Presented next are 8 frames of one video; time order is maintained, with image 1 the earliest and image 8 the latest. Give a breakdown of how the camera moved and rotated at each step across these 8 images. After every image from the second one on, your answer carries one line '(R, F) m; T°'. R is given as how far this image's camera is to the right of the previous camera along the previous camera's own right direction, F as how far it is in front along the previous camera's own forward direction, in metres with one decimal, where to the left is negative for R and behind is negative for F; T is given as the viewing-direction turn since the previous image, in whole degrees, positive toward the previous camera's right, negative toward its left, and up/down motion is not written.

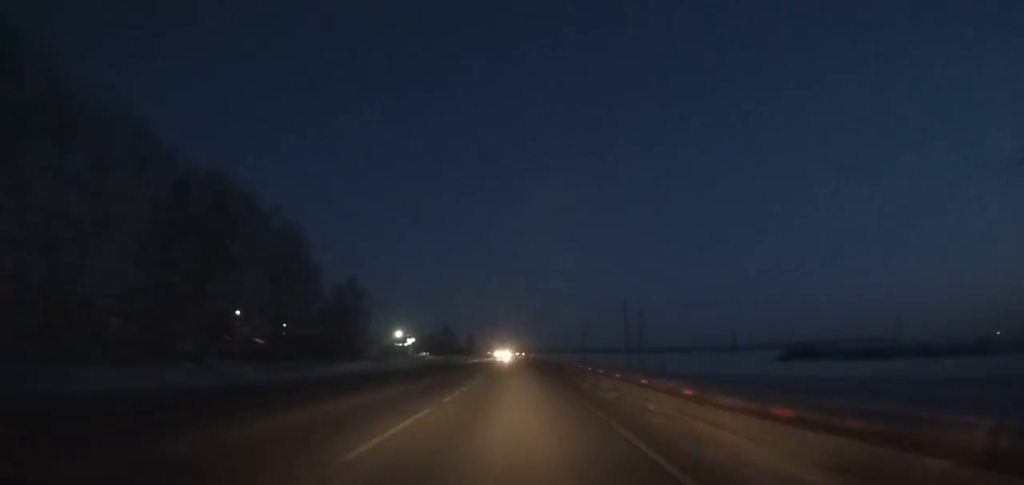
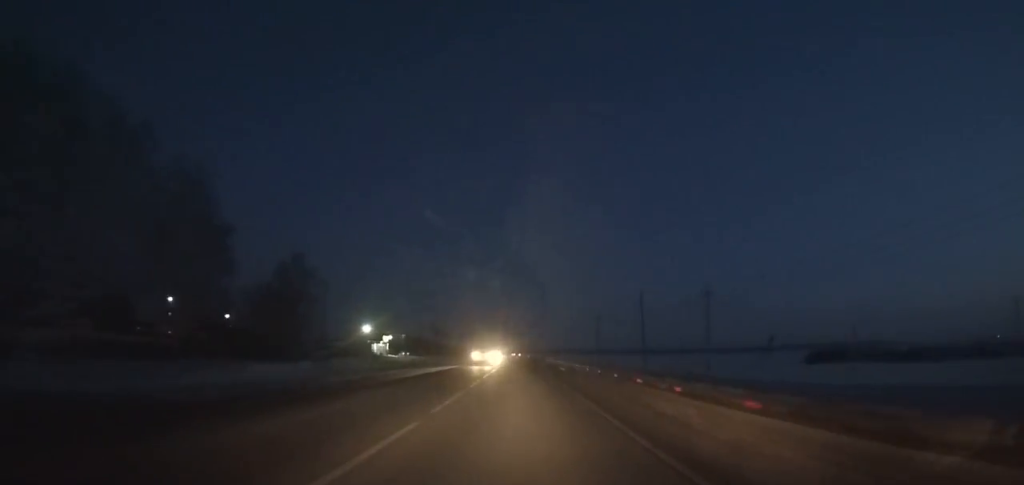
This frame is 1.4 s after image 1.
(+0.1, +26.1) m; 0°
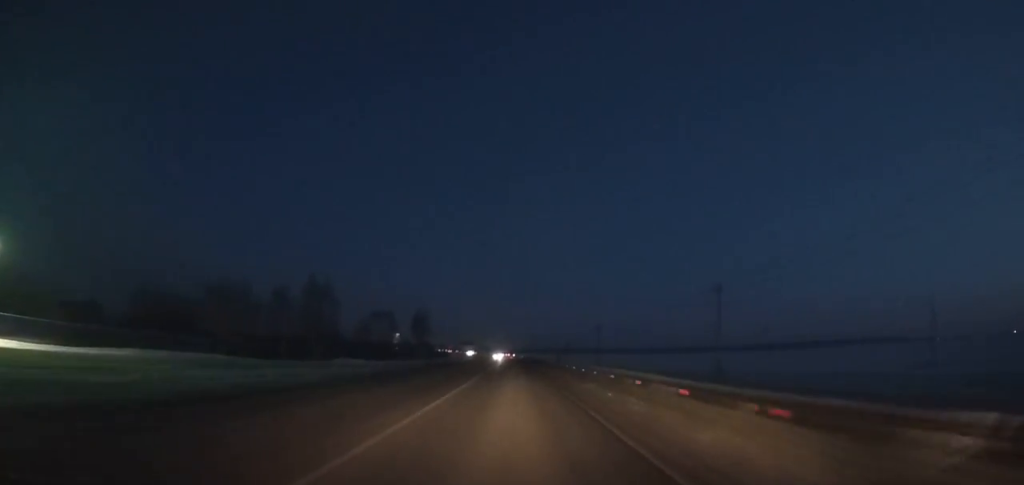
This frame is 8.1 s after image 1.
(+0.3, +126.8) m; 0°
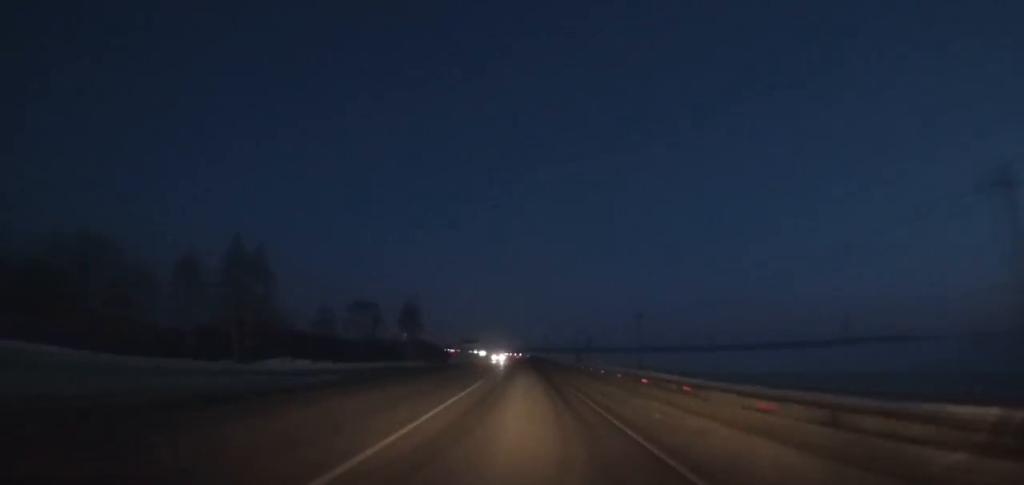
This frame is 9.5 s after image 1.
(-0.1, +26.9) m; 0°
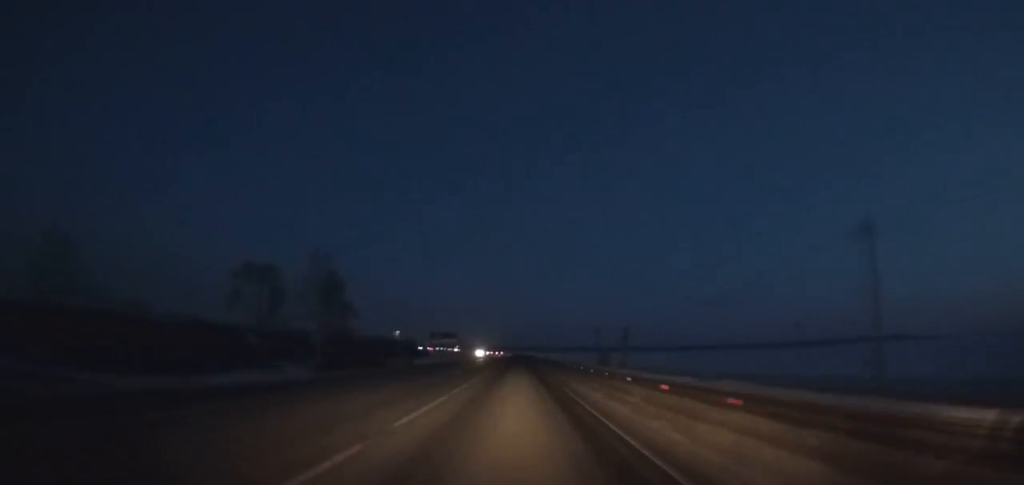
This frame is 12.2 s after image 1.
(-0.2, +52.6) m; -1°
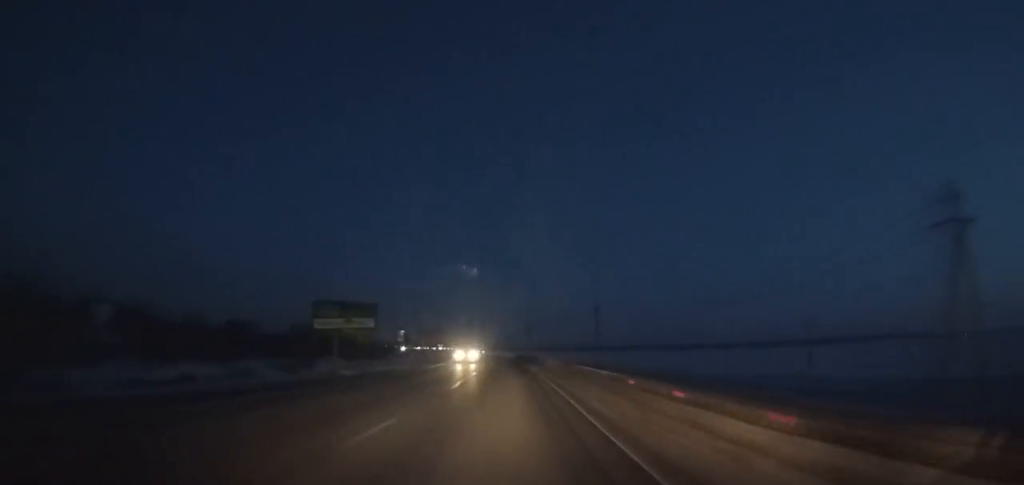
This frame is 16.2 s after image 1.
(-1.0, +79.5) m; -2°
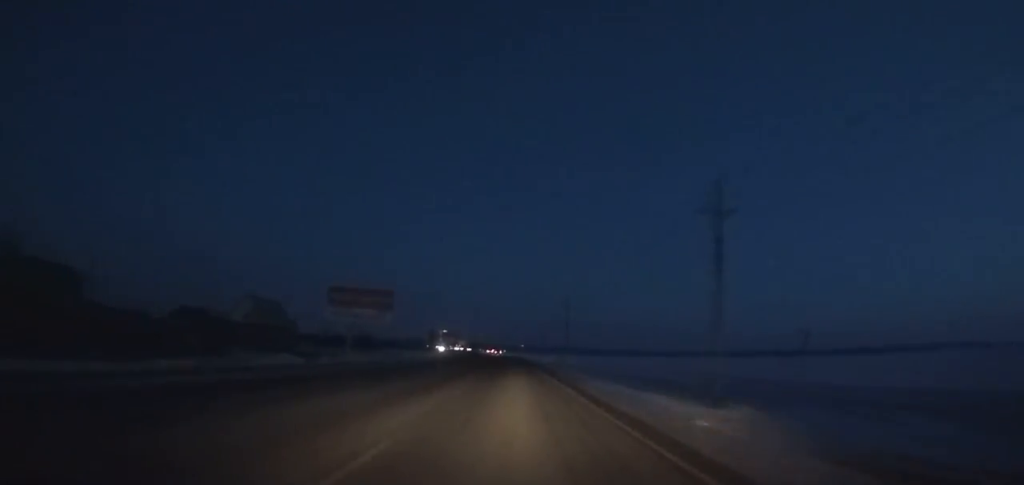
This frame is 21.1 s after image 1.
(-3.5, +99.7) m; -3°
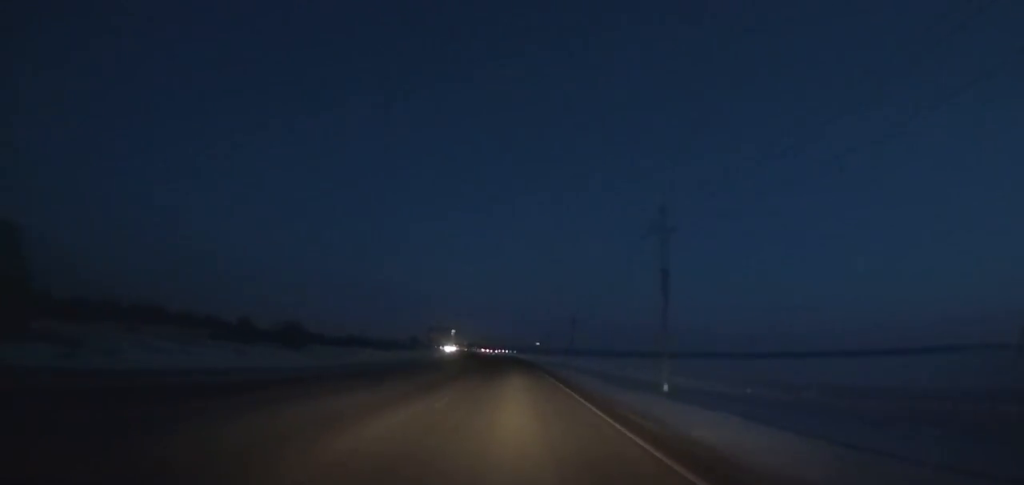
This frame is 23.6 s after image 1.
(-0.7, +51.5) m; -2°
